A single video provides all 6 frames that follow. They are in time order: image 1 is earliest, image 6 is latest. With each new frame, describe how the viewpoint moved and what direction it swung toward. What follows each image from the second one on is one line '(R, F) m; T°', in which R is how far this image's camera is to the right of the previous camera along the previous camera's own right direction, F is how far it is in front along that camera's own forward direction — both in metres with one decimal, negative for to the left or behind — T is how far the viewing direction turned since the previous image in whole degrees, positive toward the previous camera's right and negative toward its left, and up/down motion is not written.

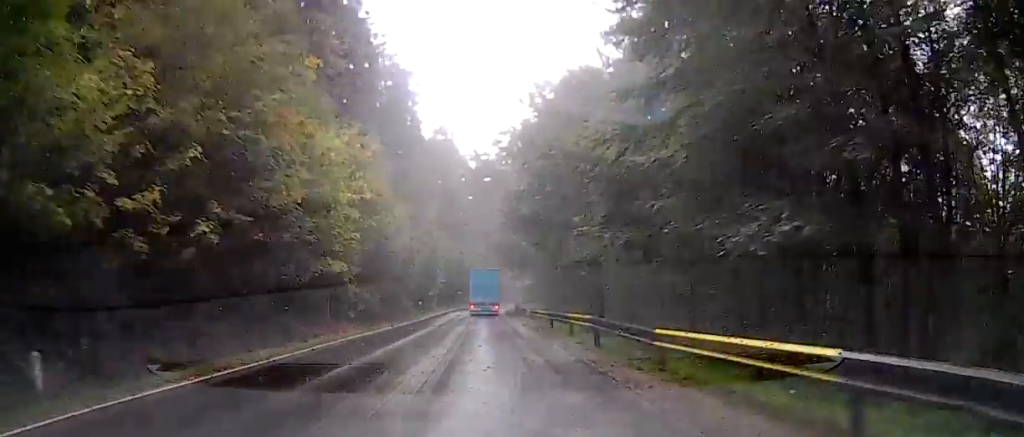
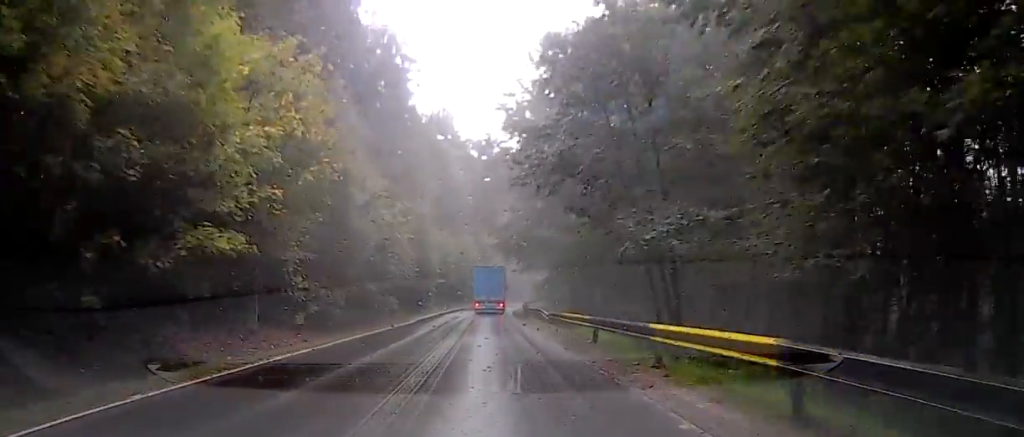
(+0.7, +10.4) m; 0°
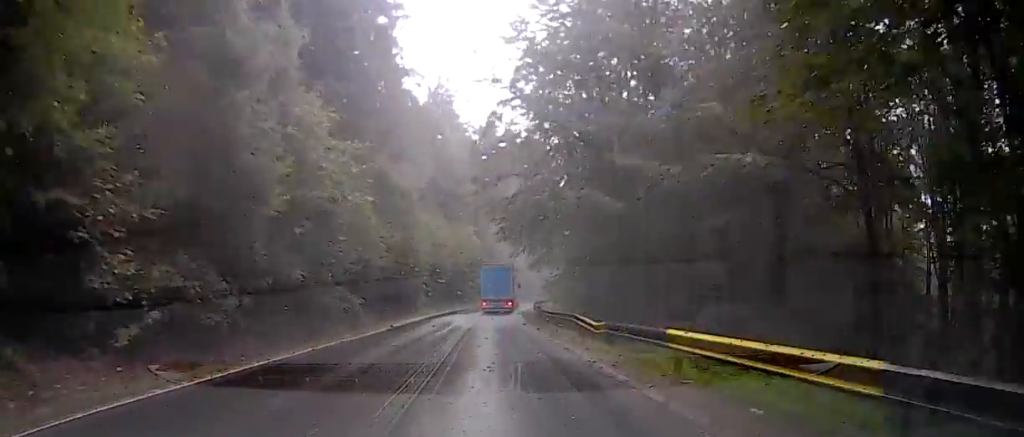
(-0.9, +13.2) m; -5°
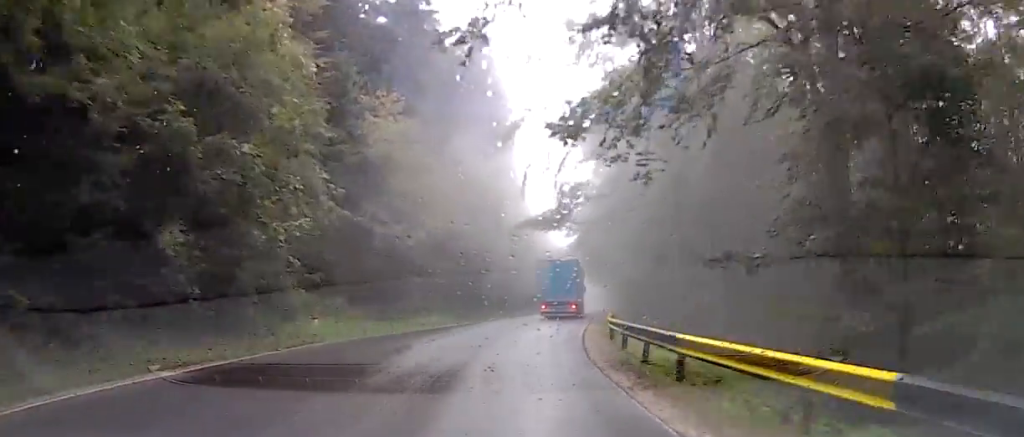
(+3.4, +65.9) m; +13°
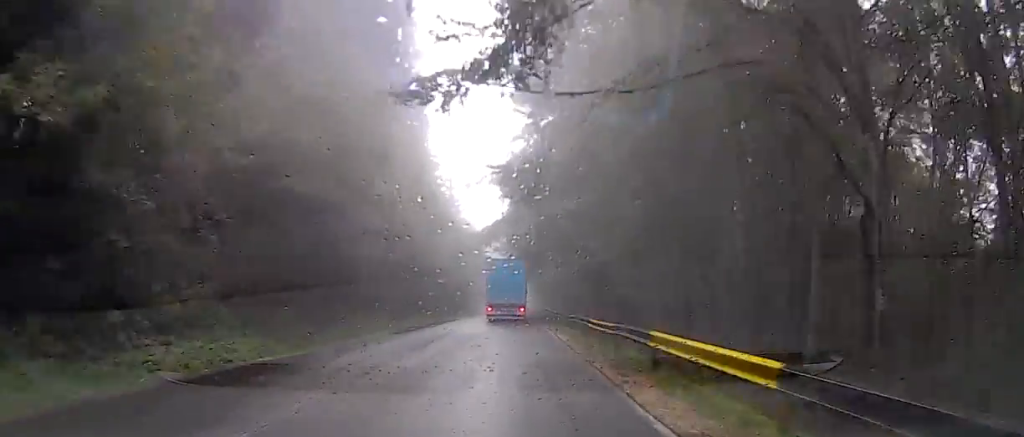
(+2.7, +22.8) m; +5°
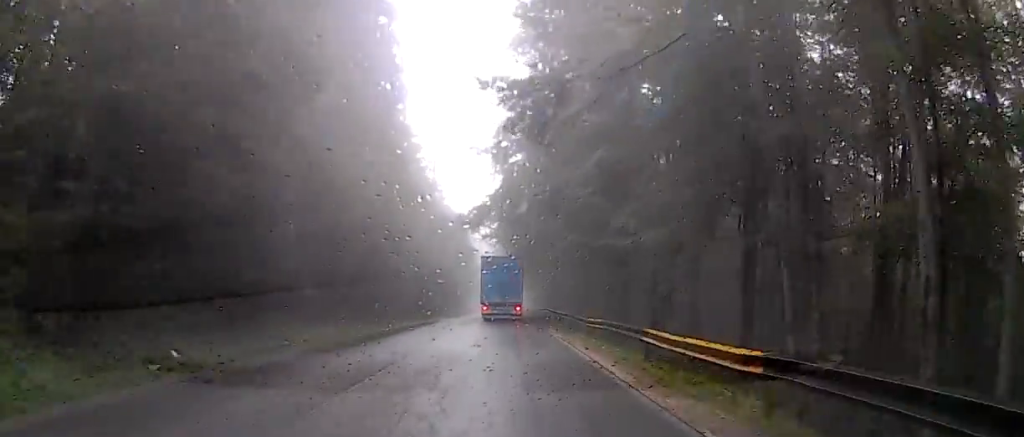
(-0.7, +10.1) m; 0°
